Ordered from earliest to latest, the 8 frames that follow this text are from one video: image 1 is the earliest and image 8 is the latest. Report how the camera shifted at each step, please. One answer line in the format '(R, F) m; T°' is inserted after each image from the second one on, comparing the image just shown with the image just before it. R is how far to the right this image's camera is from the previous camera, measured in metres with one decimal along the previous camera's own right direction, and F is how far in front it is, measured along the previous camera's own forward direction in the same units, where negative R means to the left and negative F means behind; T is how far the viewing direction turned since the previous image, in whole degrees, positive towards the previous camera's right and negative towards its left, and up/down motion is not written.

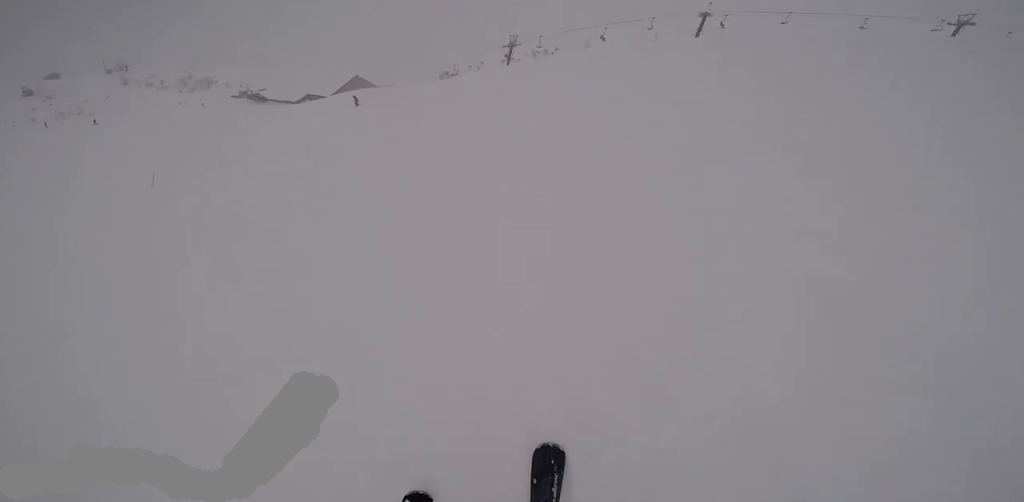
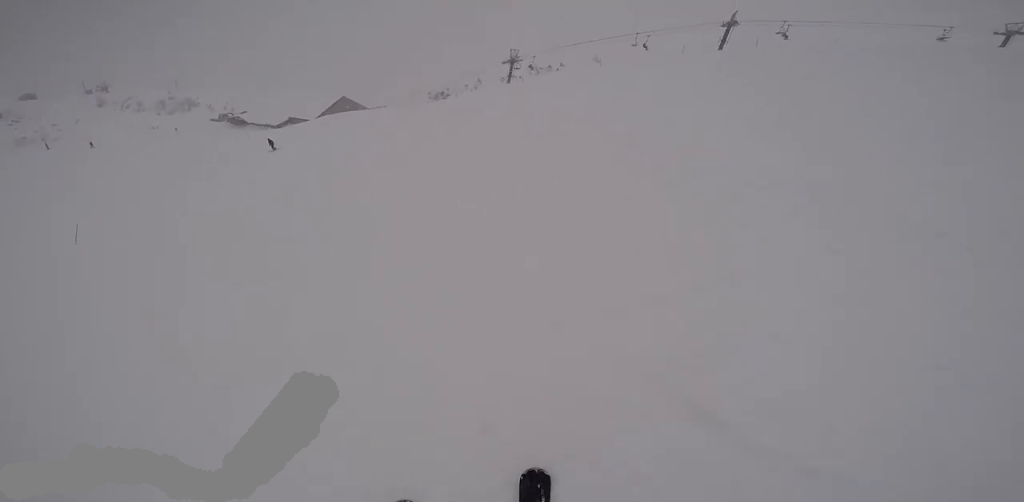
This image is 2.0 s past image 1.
(-0.5, +10.6) m; -8°
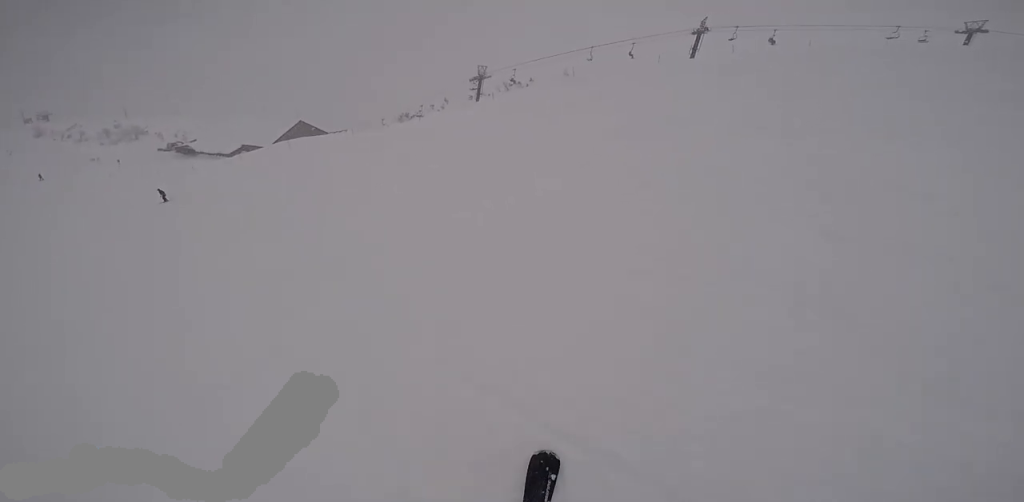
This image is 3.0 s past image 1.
(0.0, +4.8) m; +12°
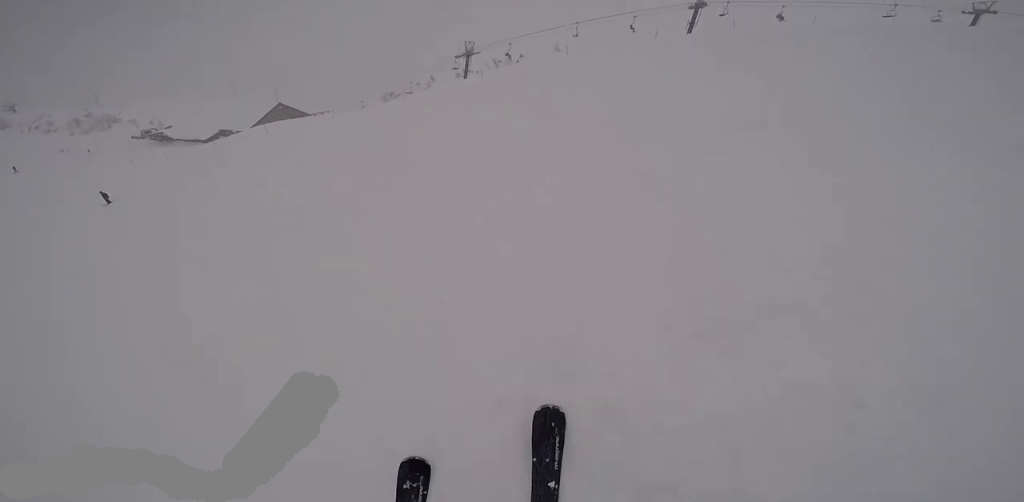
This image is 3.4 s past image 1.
(+0.3, +2.2) m; +10°
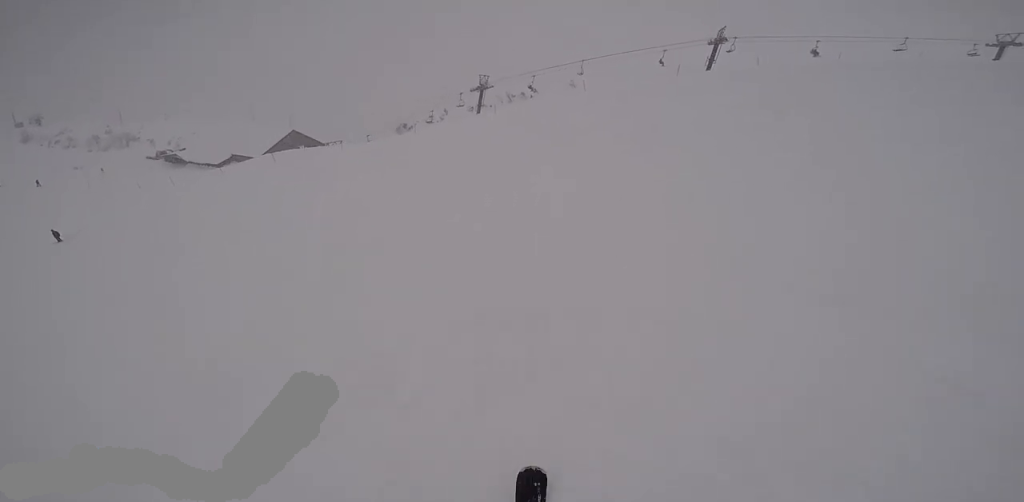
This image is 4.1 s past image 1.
(+0.4, +3.0) m; 0°
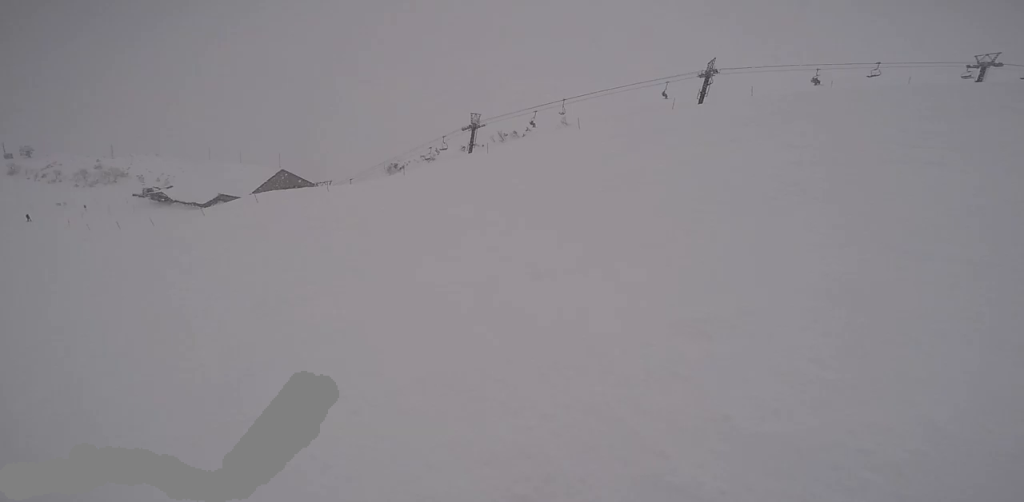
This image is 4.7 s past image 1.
(+0.2, +2.7) m; -6°
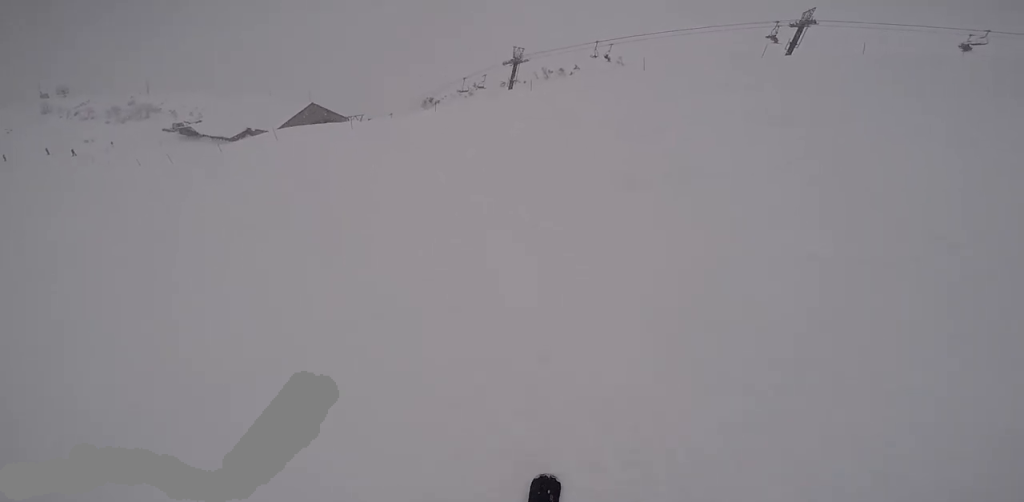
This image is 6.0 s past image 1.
(-1.2, +5.1) m; -5°
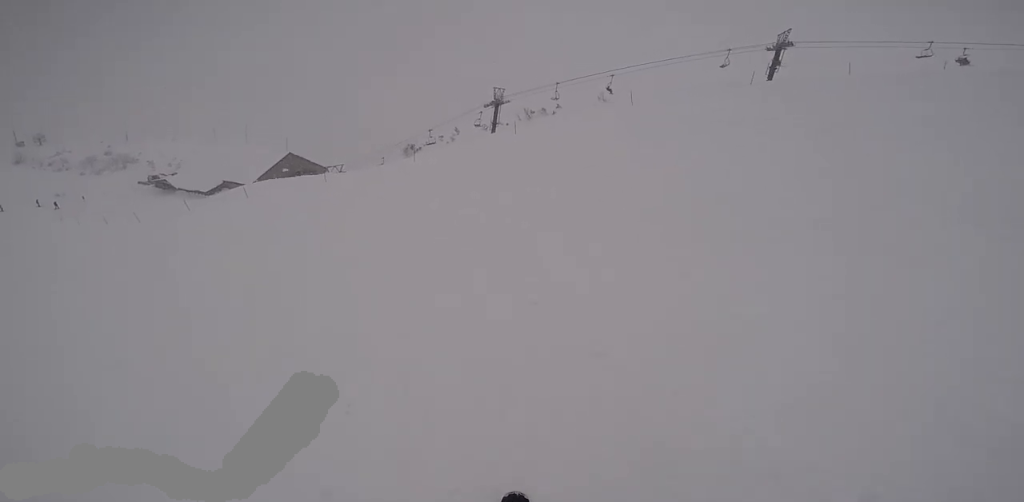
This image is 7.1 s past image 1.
(+0.6, +3.6) m; +10°
